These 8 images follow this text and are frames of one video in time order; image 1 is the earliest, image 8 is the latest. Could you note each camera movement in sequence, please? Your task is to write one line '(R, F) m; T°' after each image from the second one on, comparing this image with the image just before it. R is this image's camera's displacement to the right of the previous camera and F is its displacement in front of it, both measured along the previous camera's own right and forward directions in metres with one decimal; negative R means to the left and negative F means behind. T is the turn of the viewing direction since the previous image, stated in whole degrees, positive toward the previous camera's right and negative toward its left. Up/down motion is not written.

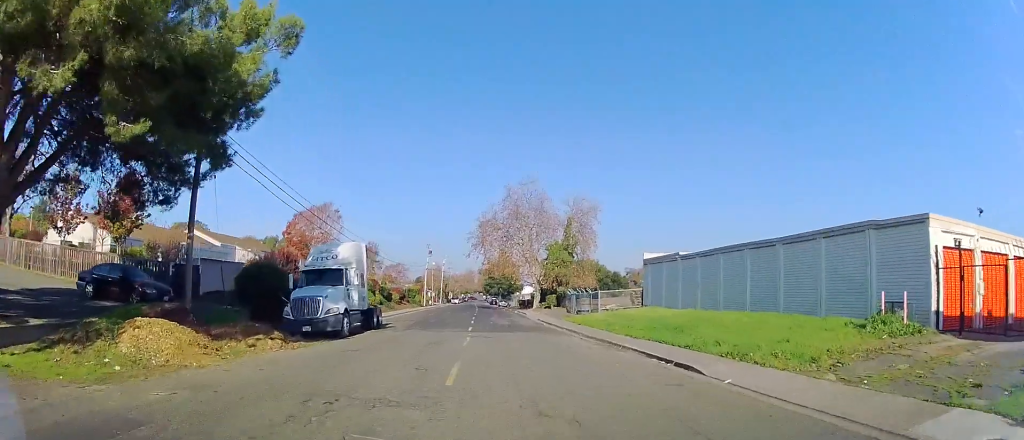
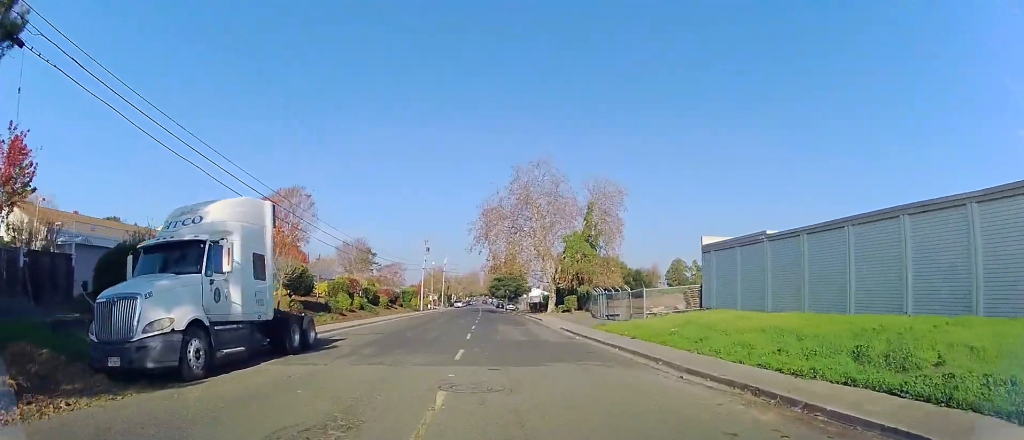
(+0.3, +11.1) m; 0°
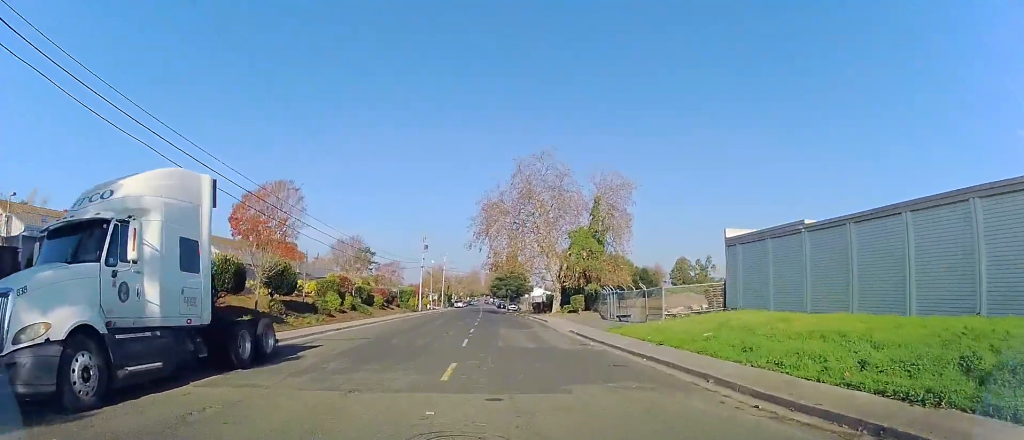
(-0.1, +3.2) m; 0°
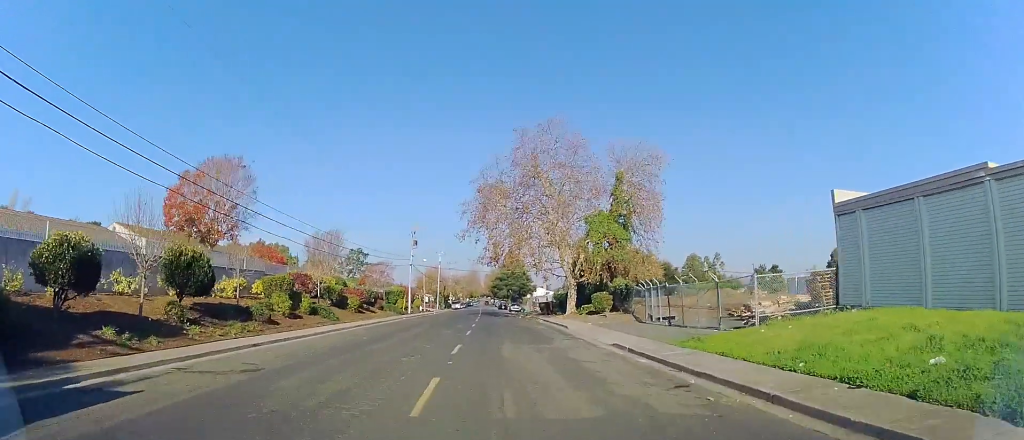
(0.0, +10.0) m; -1°
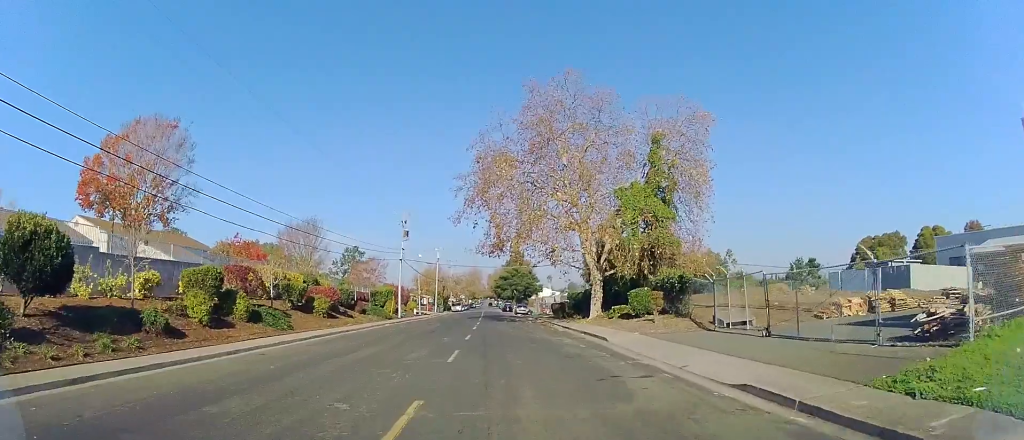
(-0.3, +9.2) m; 0°
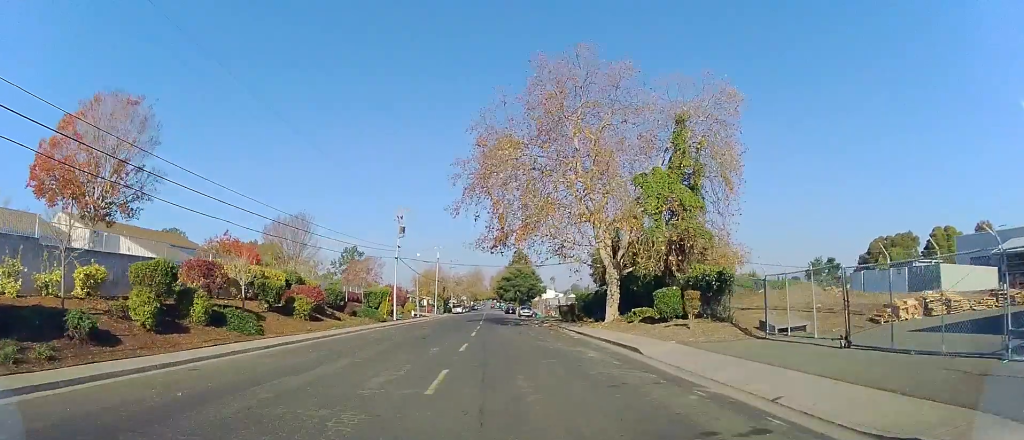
(+0.2, +4.0) m; 0°
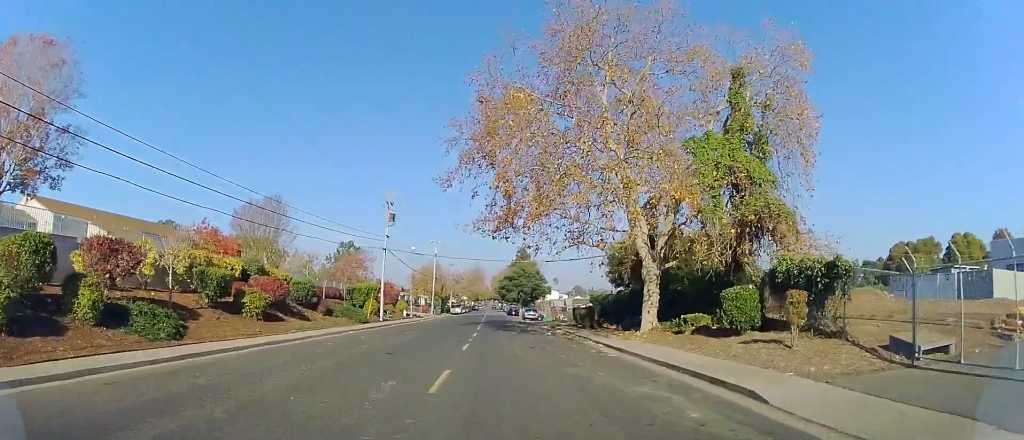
(0.0, +6.9) m; -1°
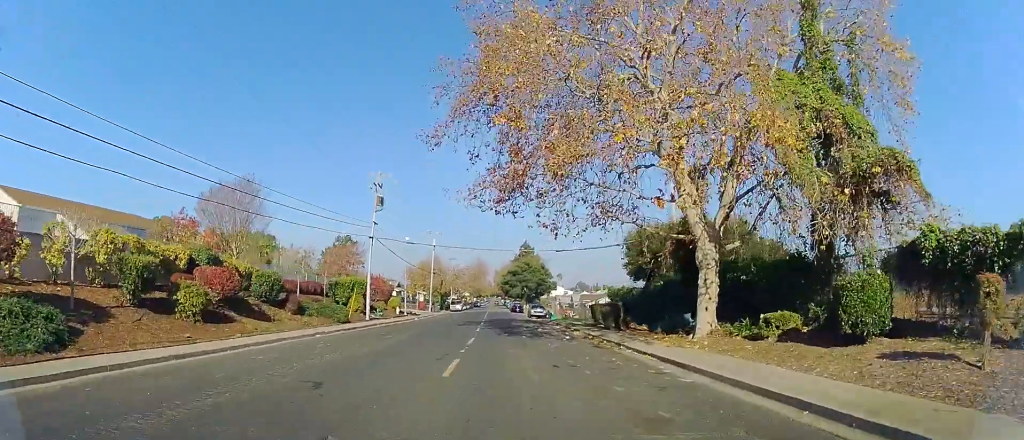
(-0.1, +6.0) m; -1°
